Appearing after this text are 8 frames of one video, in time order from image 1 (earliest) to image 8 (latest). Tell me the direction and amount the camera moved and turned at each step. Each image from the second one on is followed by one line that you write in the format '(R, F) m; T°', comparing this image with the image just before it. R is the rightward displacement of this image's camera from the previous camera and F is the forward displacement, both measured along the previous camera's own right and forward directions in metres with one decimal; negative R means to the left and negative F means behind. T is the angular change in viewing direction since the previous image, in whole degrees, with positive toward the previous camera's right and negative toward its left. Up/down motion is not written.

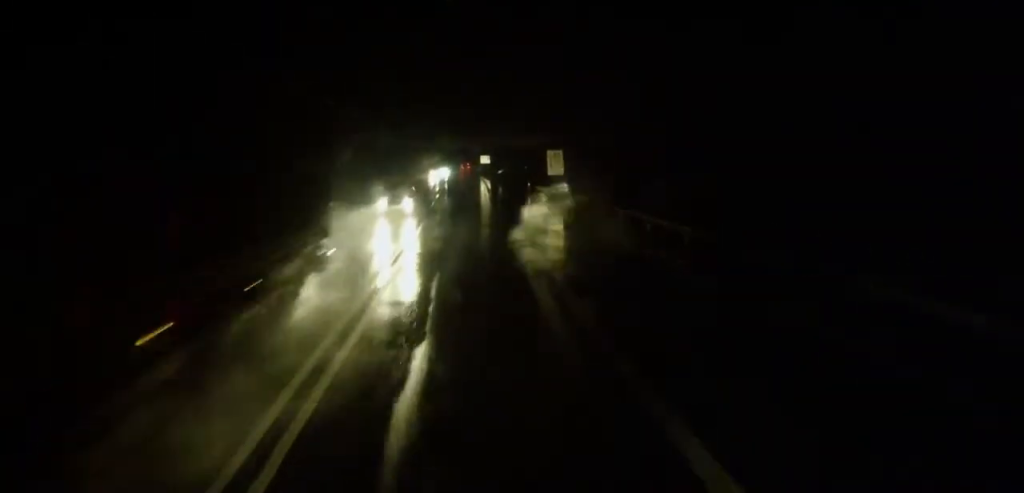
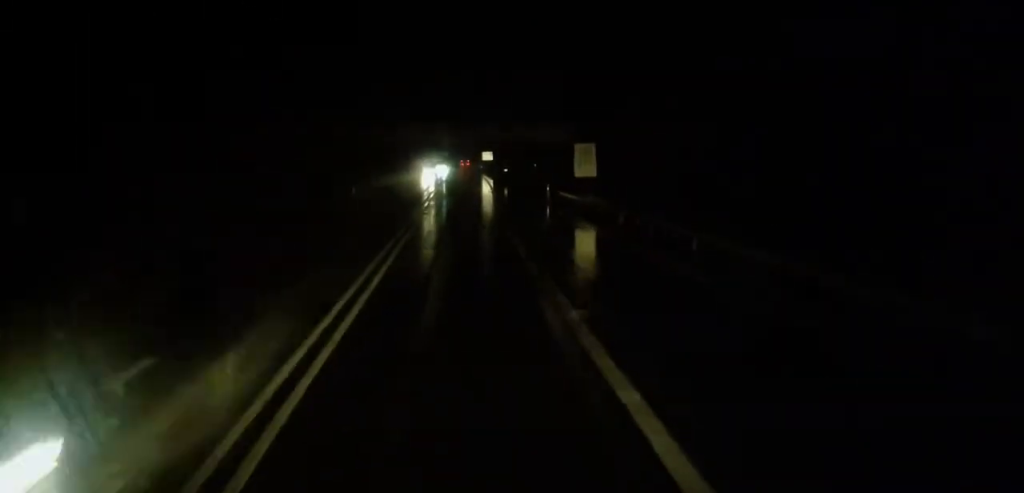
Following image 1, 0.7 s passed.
(0.0, +12.9) m; 0°
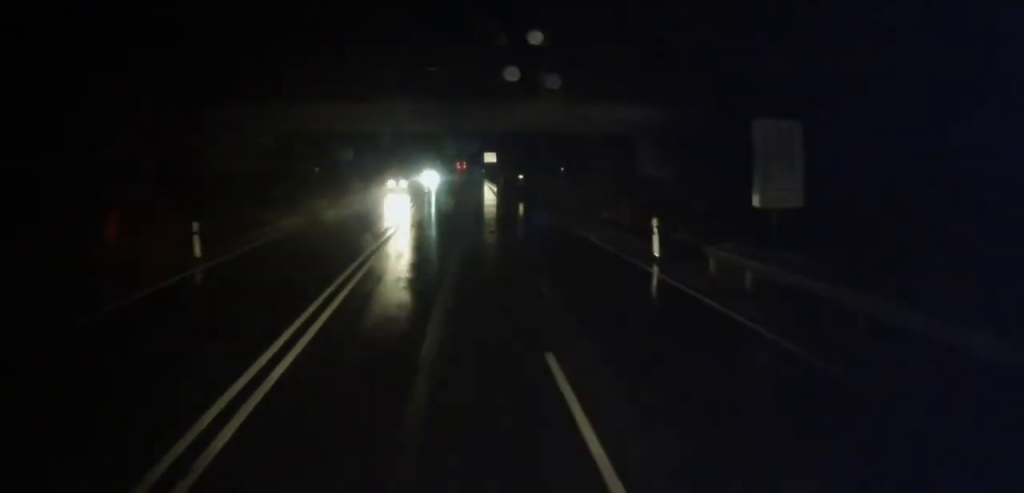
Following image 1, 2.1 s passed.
(-0.1, +24.7) m; 0°
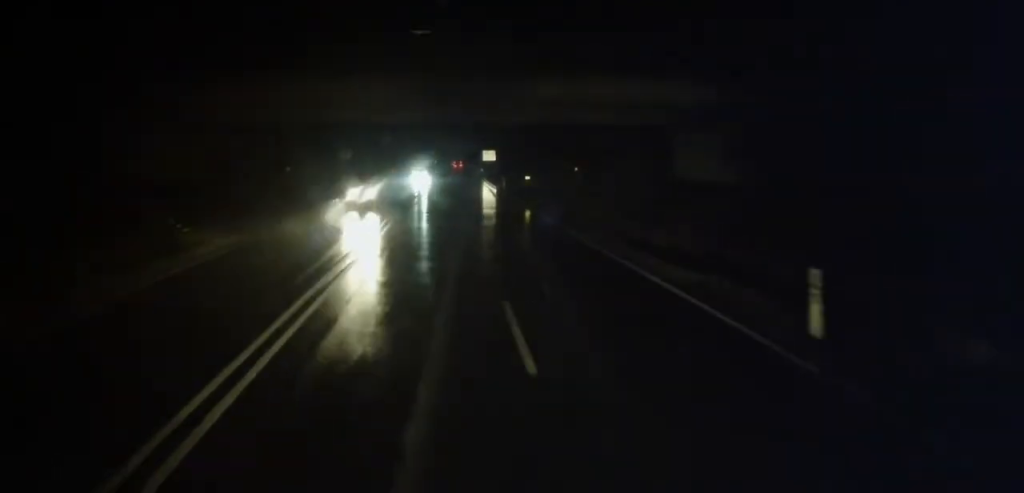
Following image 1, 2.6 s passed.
(+0.1, +8.8) m; 0°
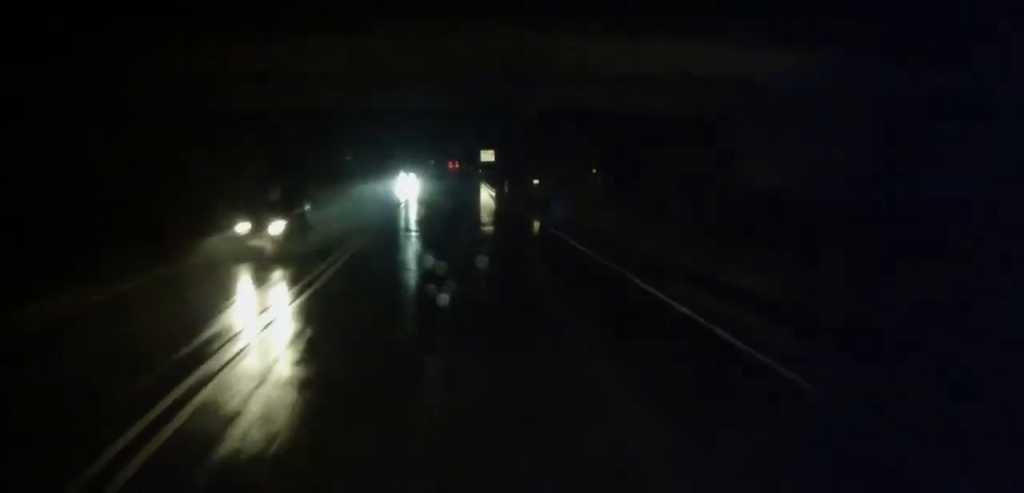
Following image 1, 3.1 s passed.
(-0.1, +8.2) m; 0°
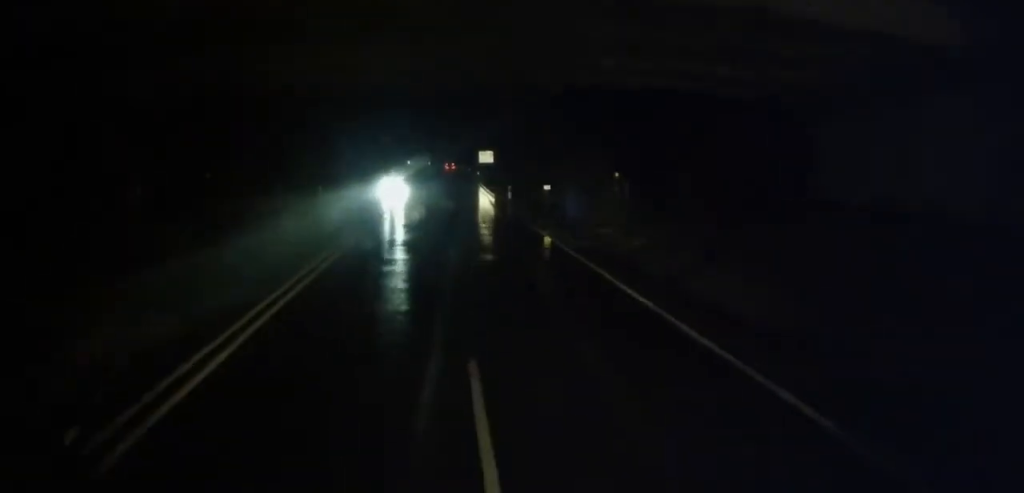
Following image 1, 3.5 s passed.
(-0.2, +7.1) m; 0°
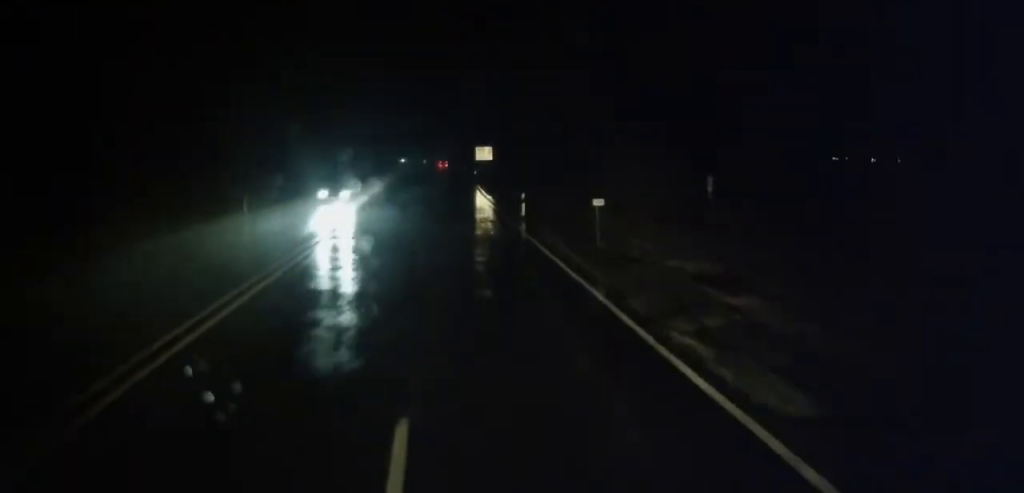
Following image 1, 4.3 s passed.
(+0.2, +14.1) m; +2°
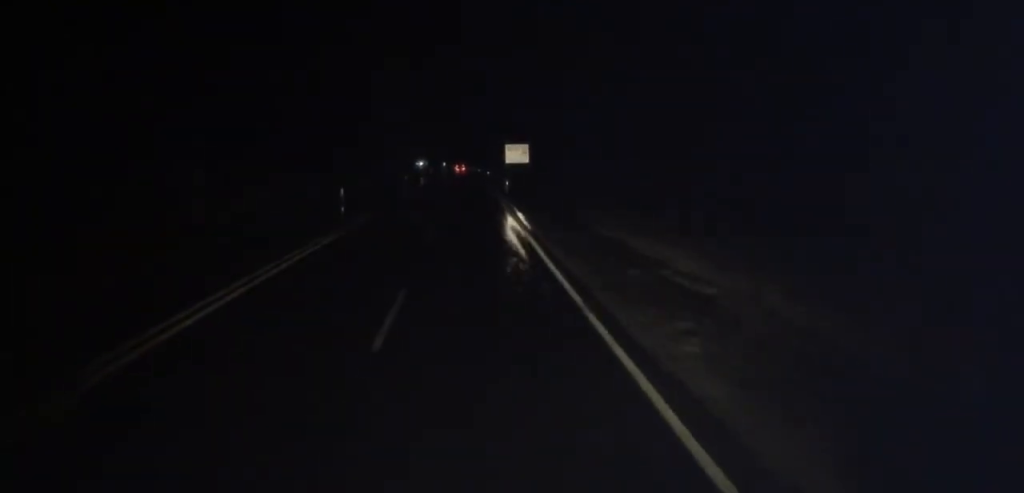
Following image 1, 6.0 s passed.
(+0.8, +29.3) m; +1°
